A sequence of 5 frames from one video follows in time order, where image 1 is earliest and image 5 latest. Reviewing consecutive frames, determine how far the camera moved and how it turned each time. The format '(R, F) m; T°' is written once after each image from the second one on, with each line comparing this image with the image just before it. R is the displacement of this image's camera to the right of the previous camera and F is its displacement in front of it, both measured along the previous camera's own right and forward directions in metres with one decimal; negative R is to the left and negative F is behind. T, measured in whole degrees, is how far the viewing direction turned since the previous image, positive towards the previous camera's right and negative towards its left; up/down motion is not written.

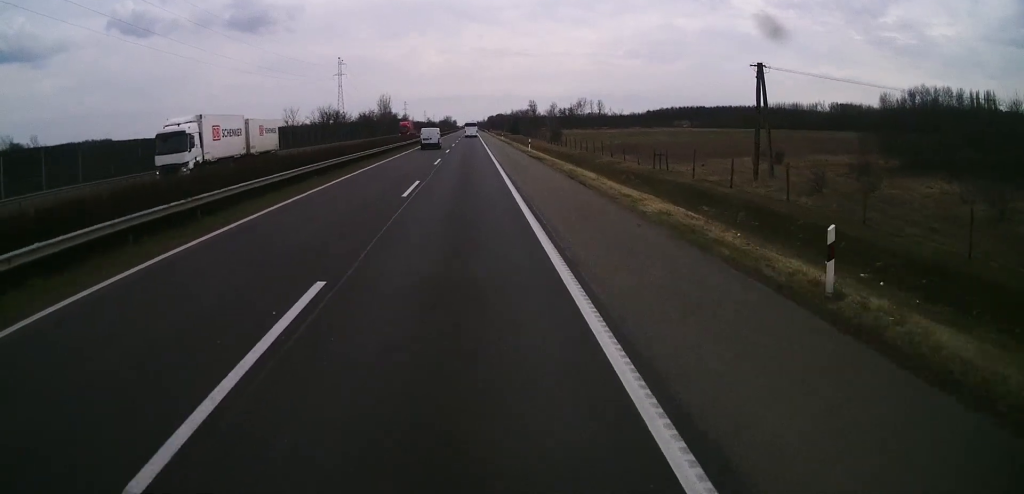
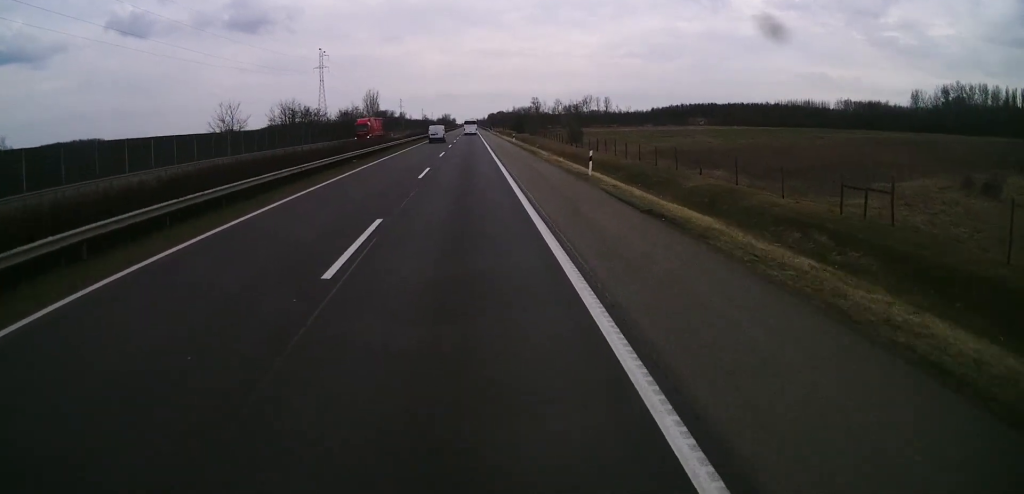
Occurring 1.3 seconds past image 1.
(+0.1, +30.4) m; 0°
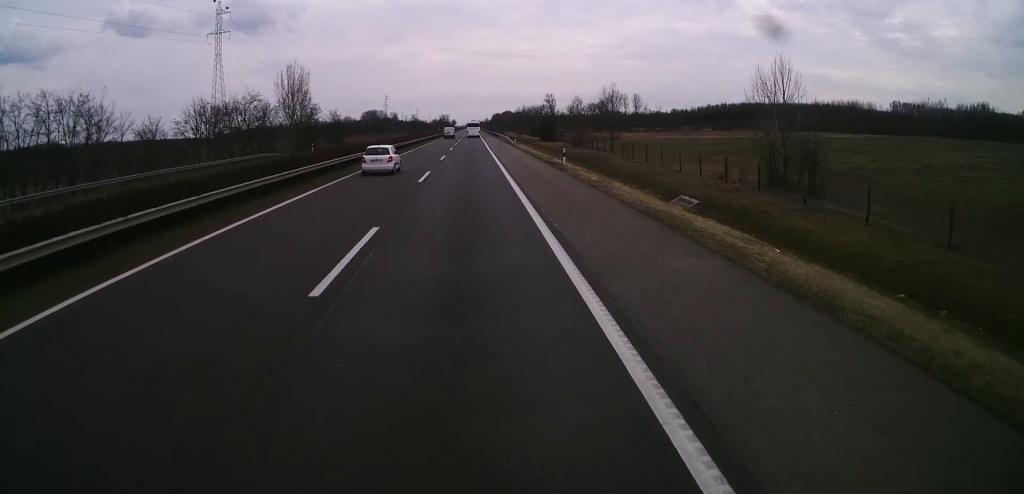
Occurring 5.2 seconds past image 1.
(+0.6, +91.0) m; +1°
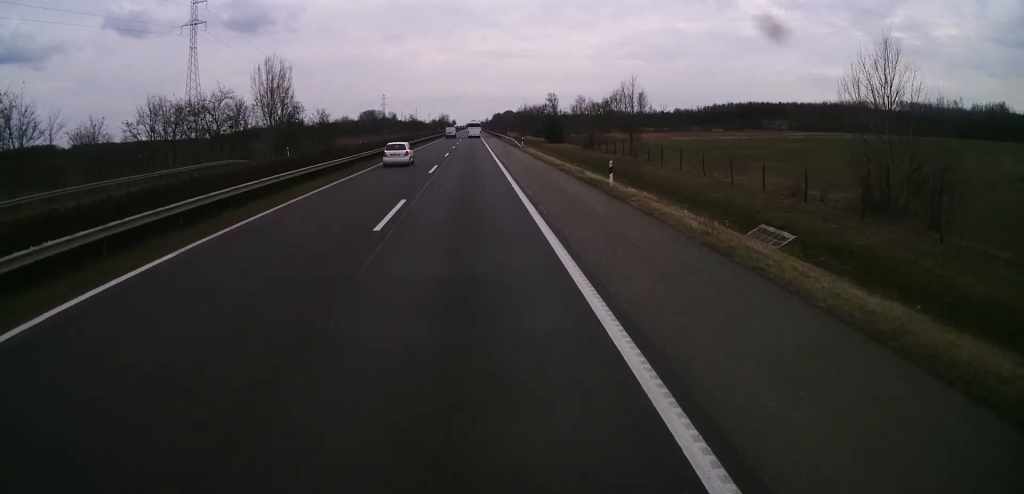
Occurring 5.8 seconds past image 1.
(0.0, +12.2) m; 0°
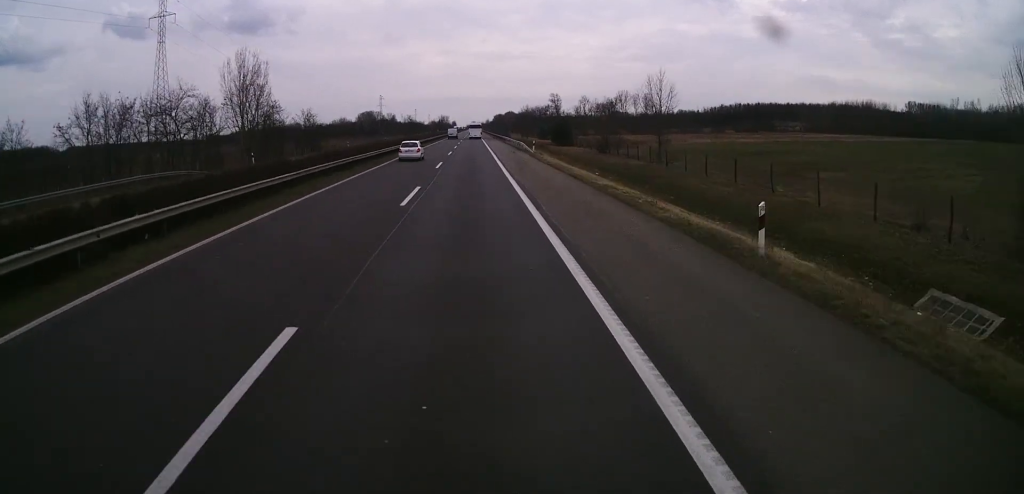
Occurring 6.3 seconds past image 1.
(0.0, +13.0) m; 0°
